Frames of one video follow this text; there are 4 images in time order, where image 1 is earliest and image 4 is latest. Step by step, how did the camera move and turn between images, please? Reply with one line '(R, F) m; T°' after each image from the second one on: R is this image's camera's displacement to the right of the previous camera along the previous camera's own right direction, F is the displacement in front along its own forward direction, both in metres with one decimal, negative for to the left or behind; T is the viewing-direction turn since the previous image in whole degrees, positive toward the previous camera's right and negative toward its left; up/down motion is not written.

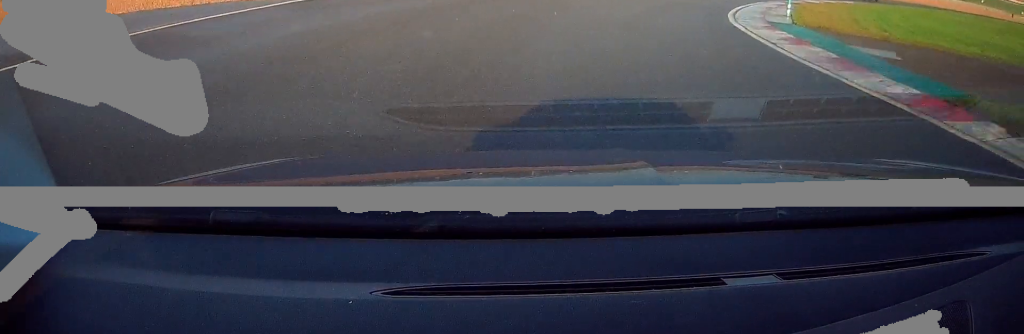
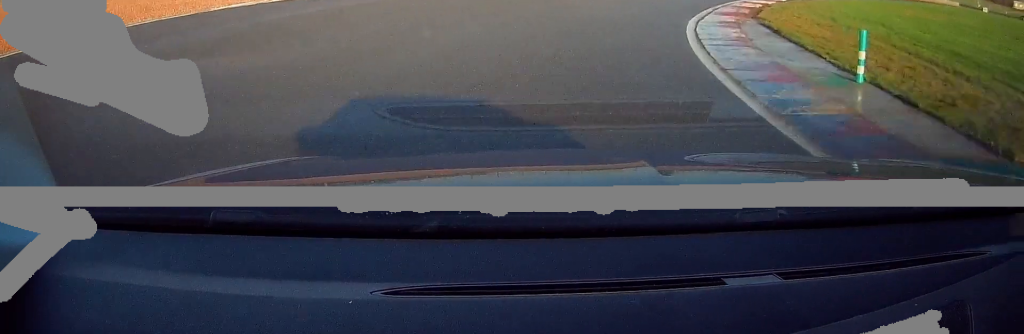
(+2.2, +15.0) m; +16°
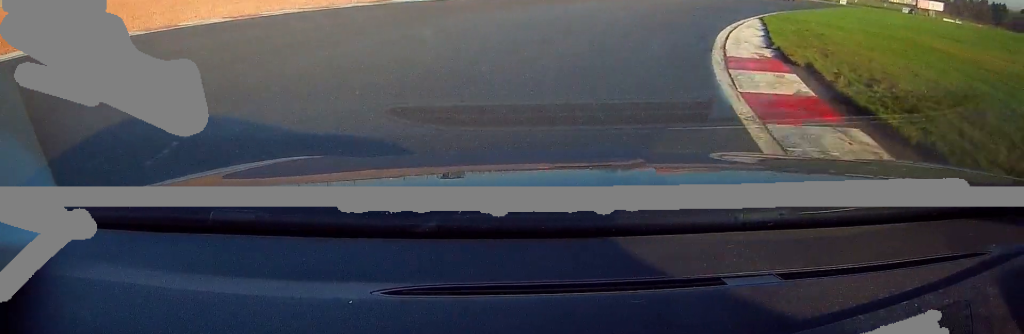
(+2.4, +18.5) m; +18°
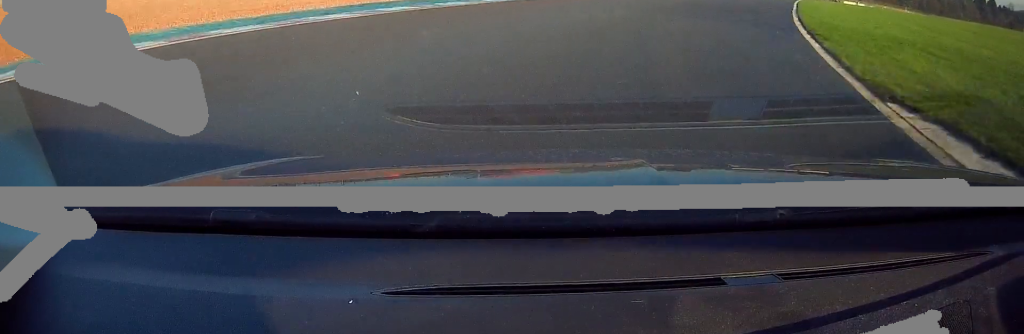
(+1.9, +15.3) m; +14°
